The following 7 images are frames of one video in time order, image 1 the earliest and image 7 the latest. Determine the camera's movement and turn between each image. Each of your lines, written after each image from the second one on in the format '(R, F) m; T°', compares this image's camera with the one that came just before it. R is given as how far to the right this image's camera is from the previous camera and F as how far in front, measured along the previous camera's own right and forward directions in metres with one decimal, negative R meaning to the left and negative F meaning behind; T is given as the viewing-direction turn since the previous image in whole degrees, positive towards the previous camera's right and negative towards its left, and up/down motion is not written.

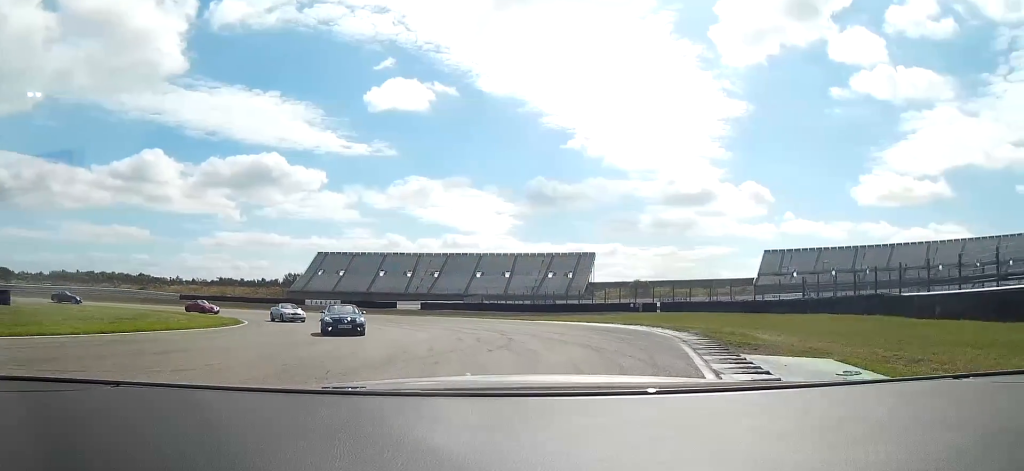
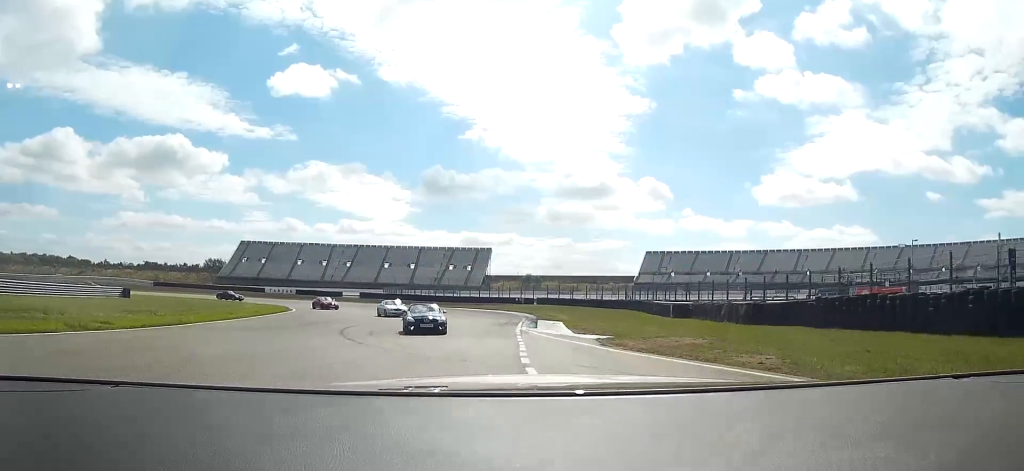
(+3.0, +28.2) m; +11°
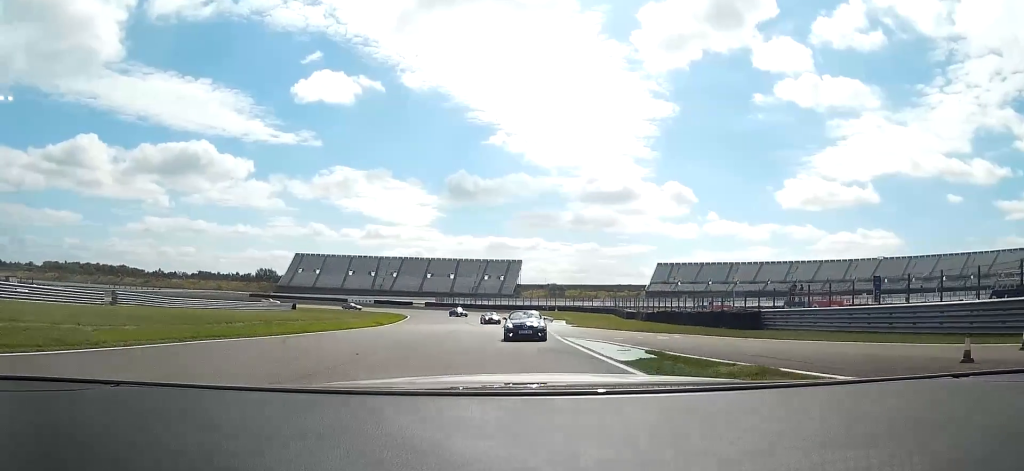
(+2.6, +38.5) m; +4°
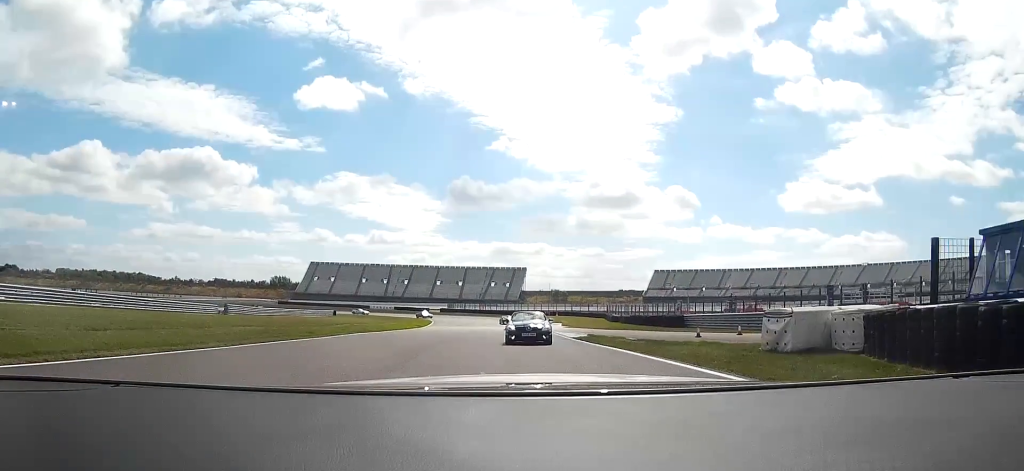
(-0.3, +19.5) m; -2°
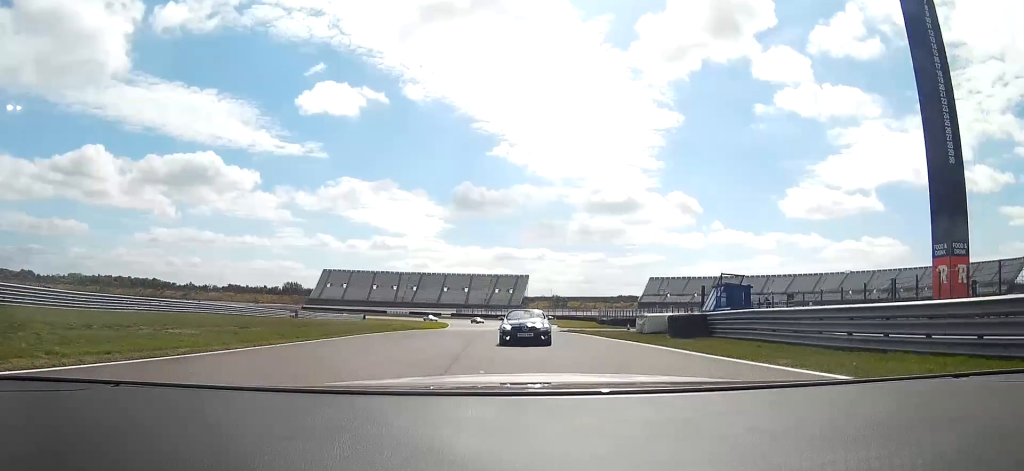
(-0.2, +20.3) m; -1°
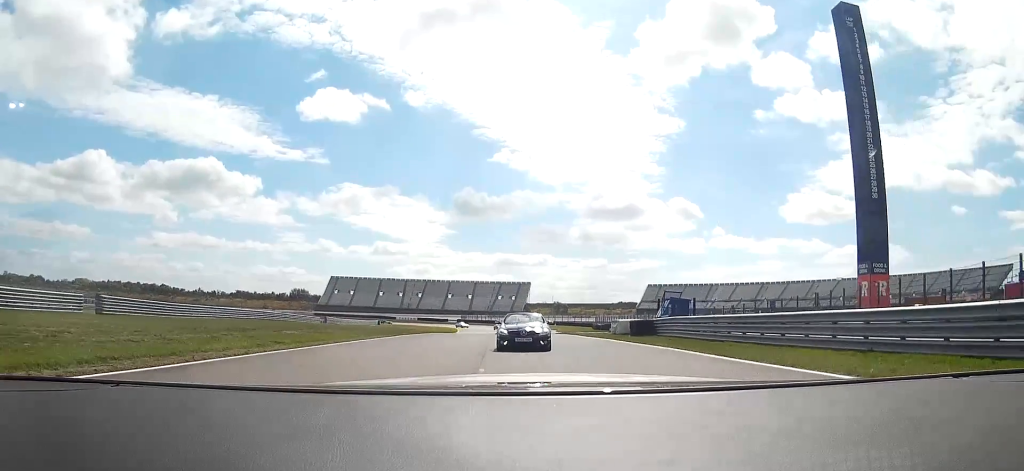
(-0.1, +11.5) m; 0°
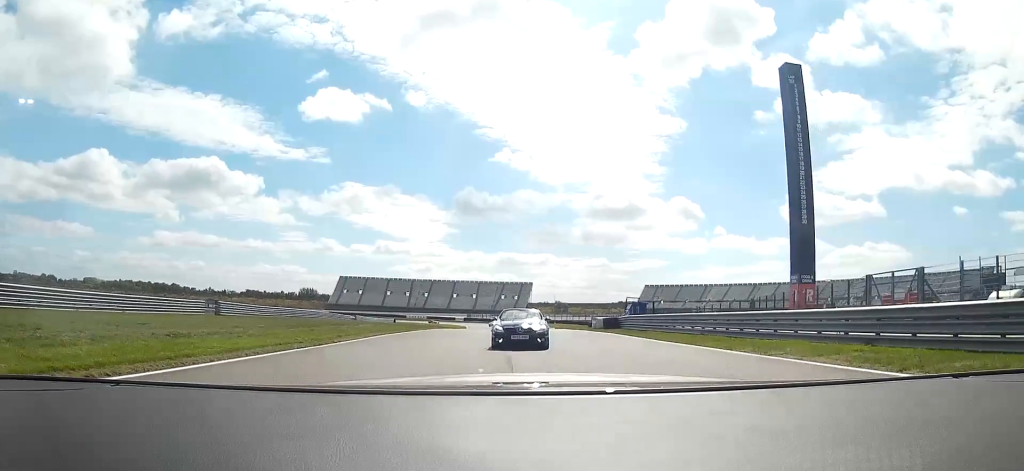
(-0.1, +15.1) m; 0°
